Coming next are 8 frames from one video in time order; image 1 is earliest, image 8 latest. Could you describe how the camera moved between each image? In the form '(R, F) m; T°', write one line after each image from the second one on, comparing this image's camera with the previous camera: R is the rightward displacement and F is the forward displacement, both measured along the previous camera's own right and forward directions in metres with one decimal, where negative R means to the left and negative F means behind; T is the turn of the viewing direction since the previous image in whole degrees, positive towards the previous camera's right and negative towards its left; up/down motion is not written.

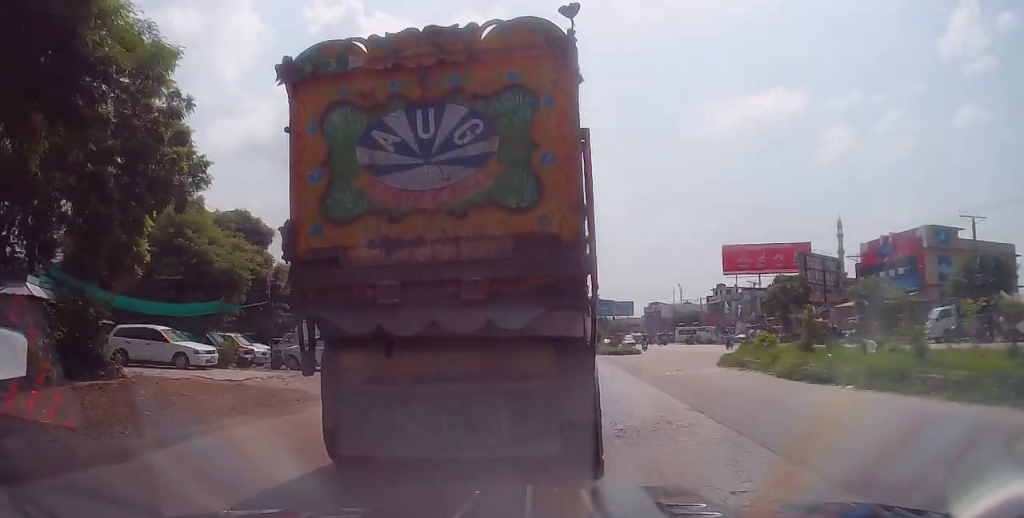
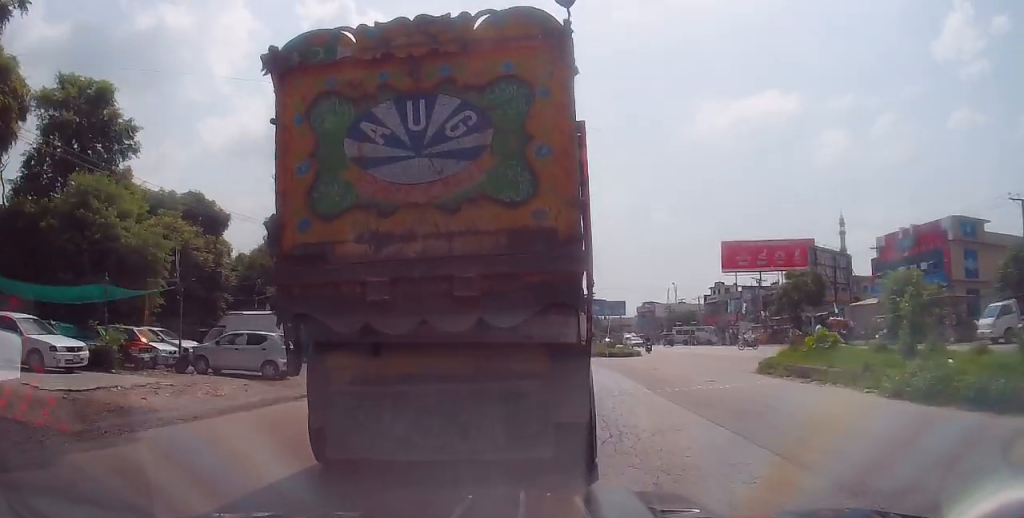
(-0.1, +6.3) m; -1°
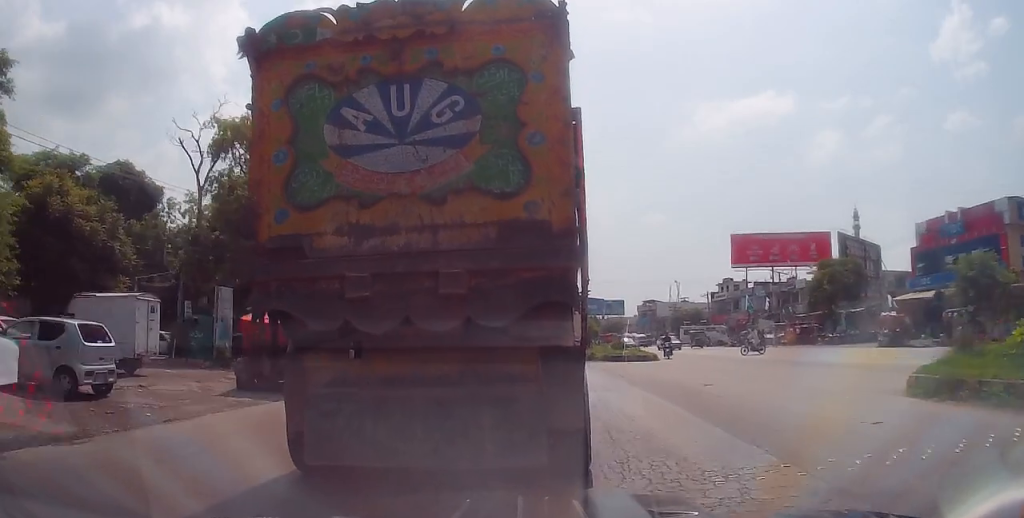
(0.0, +9.1) m; +1°
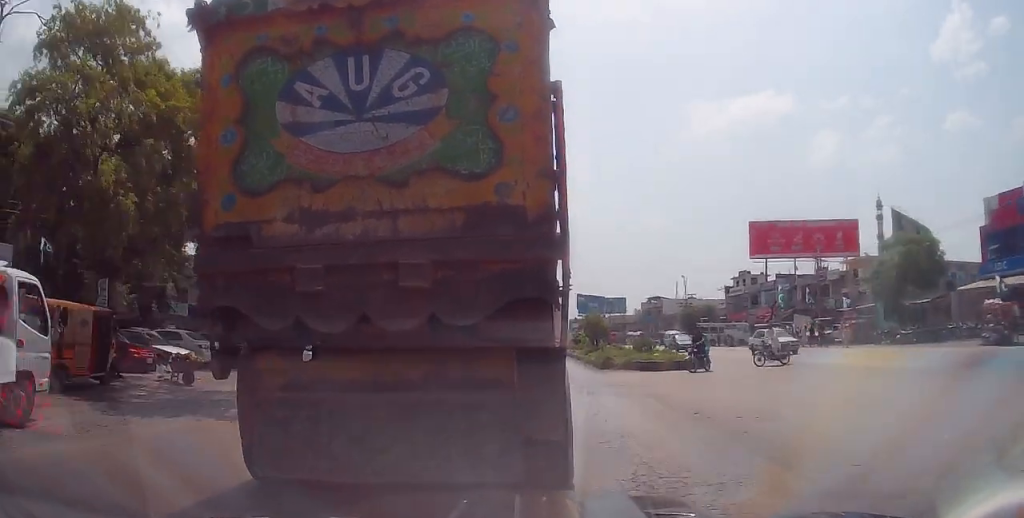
(+0.2, +11.5) m; 0°
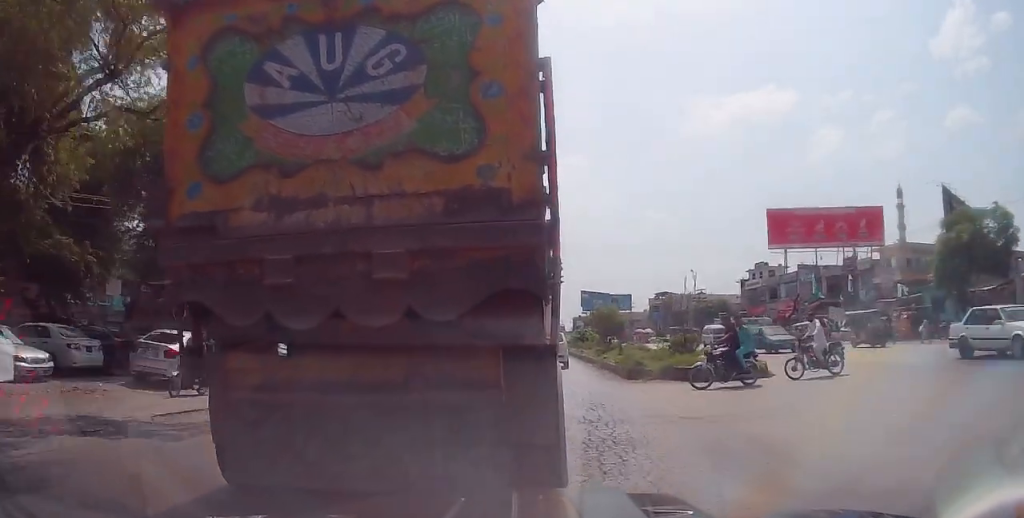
(0.0, +7.6) m; -2°
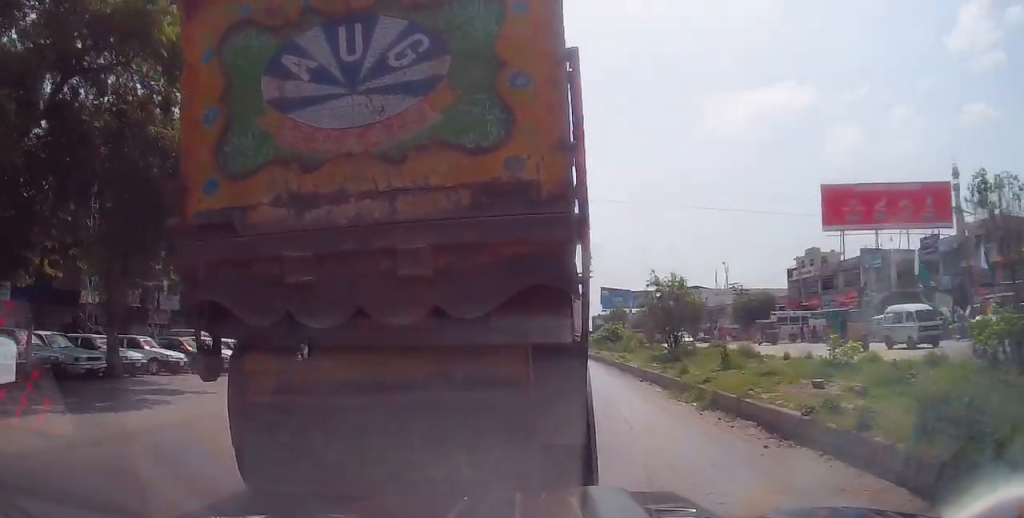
(-0.3, +14.2) m; +1°
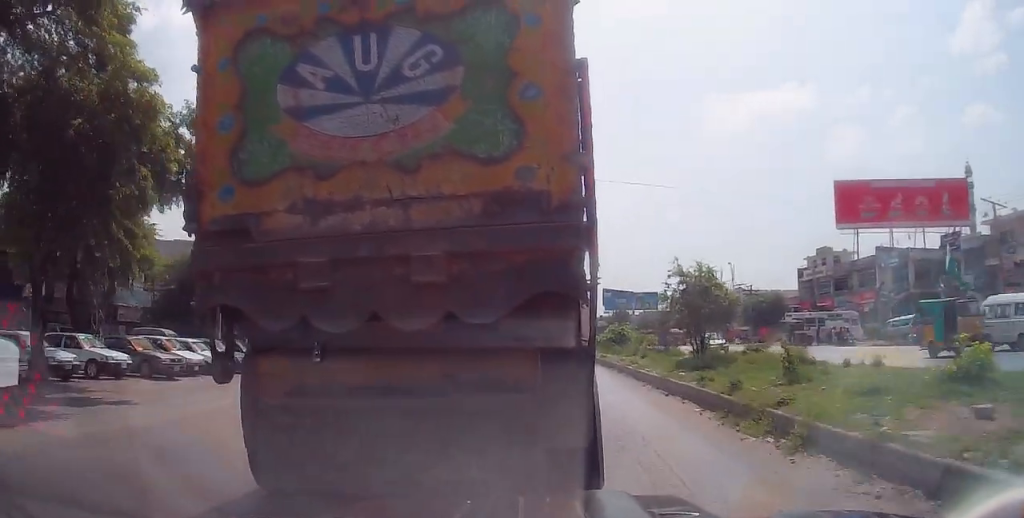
(+0.1, +3.6) m; -1°
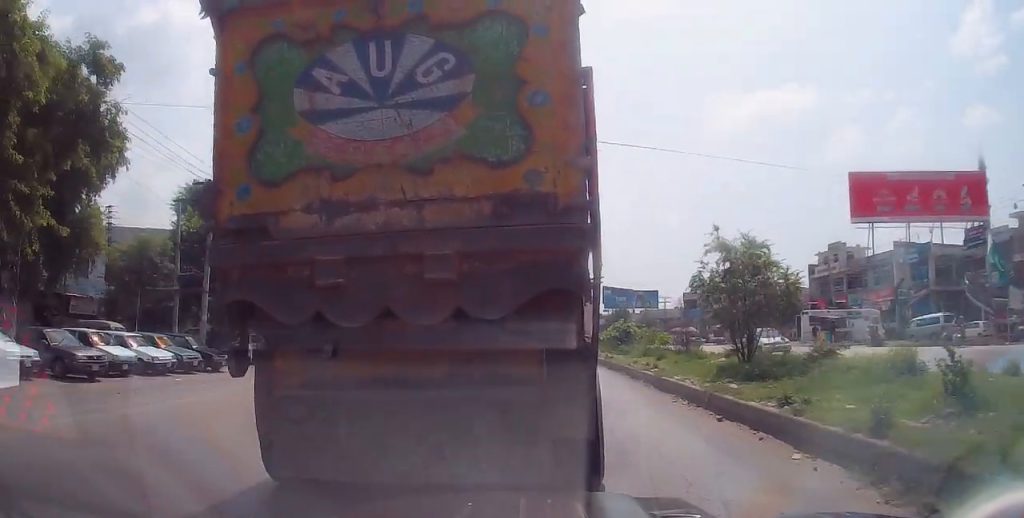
(+0.2, +4.4) m; -2°
